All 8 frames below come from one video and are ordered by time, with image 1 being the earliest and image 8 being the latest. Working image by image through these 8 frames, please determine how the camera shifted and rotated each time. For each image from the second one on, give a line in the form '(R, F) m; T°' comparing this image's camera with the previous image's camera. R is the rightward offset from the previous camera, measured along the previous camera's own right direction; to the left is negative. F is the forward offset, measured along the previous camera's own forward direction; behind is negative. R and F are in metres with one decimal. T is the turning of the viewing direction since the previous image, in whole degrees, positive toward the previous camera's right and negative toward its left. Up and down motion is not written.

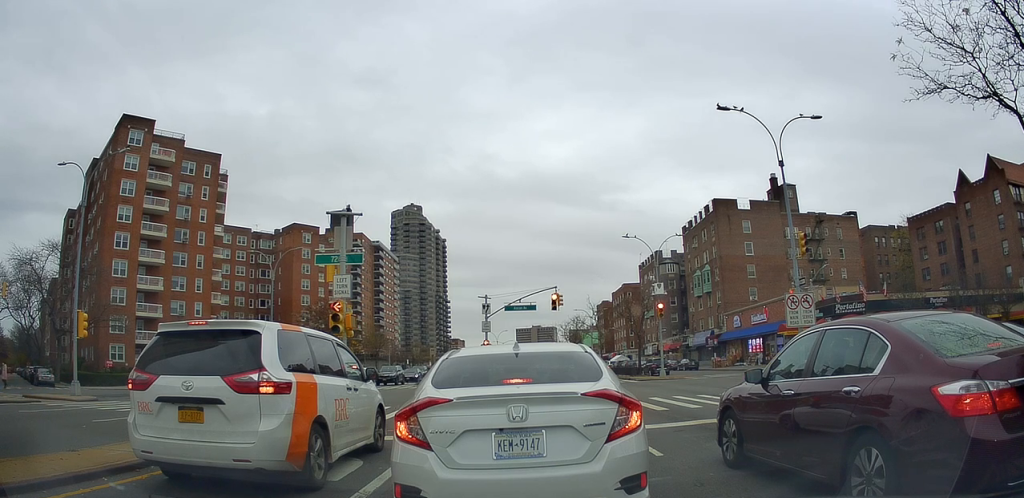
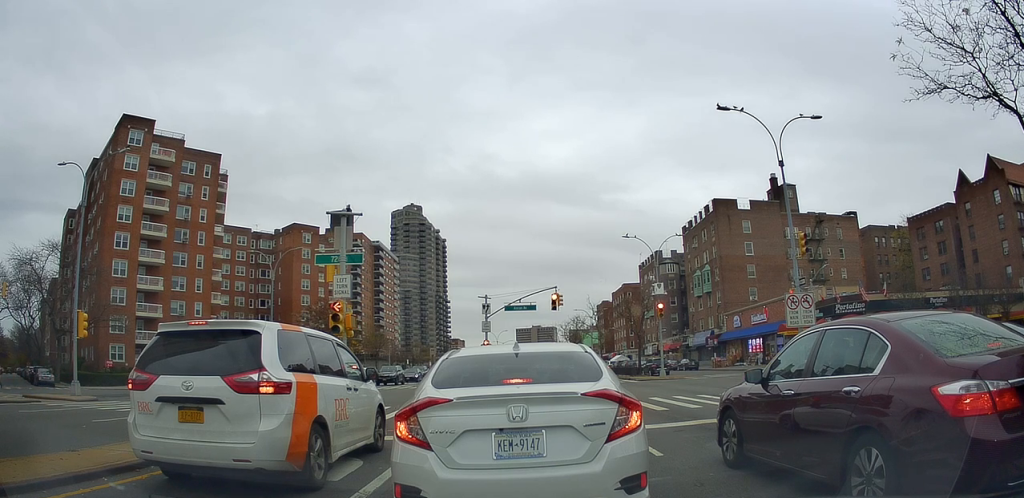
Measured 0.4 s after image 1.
(0.0, 0.0) m; 0°
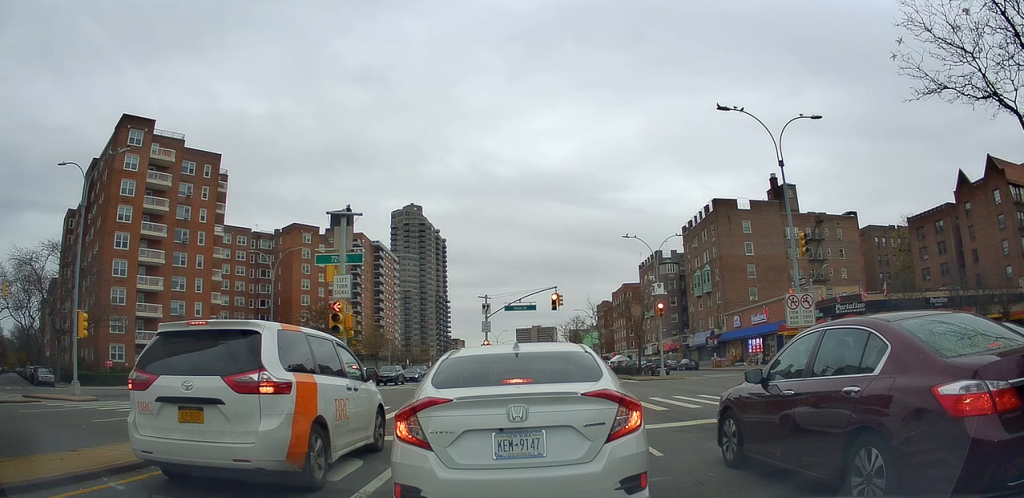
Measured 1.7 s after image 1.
(0.0, 0.0) m; 0°
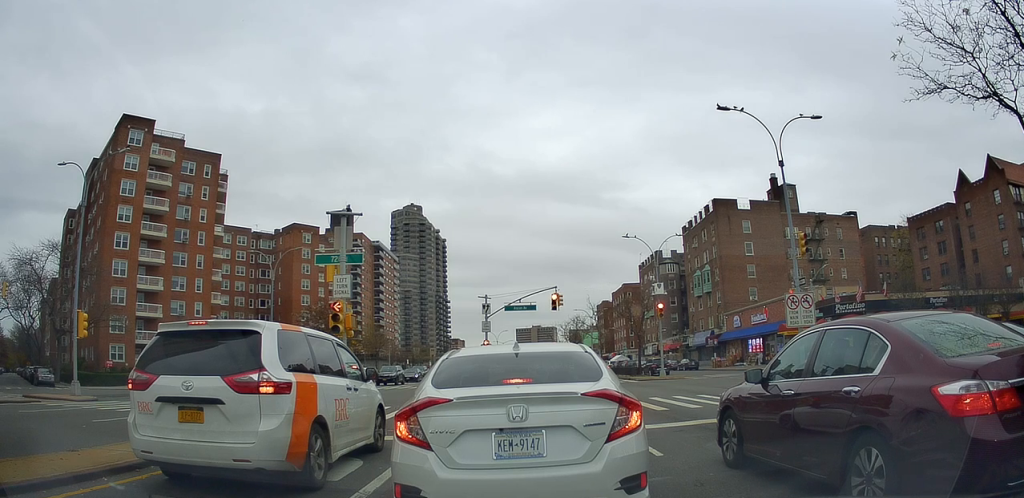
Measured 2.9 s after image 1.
(0.0, 0.0) m; 0°
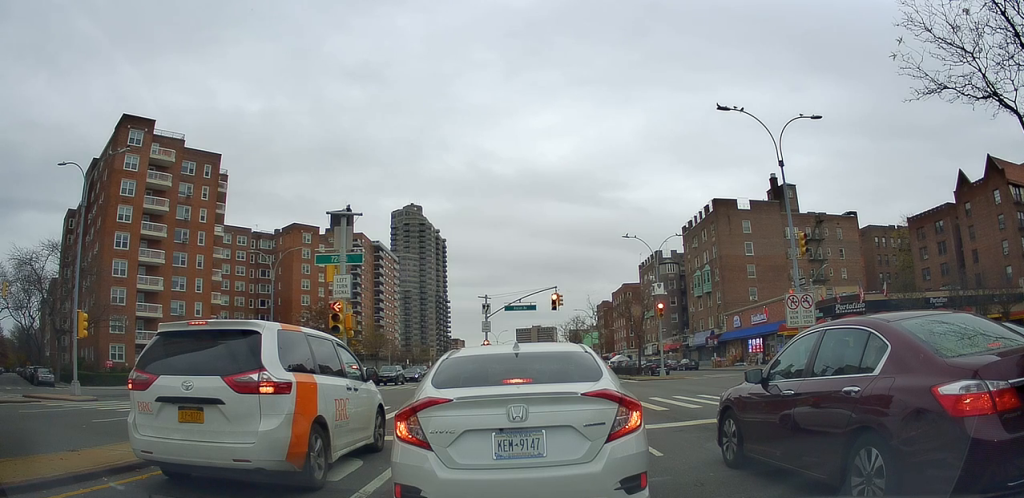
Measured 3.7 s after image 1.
(0.0, 0.0) m; 0°
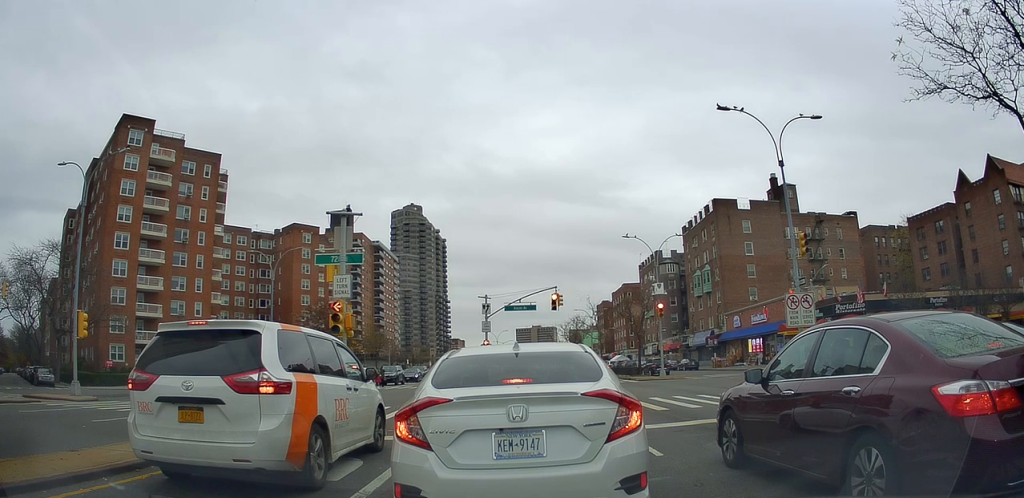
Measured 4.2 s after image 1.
(0.0, 0.0) m; 0°
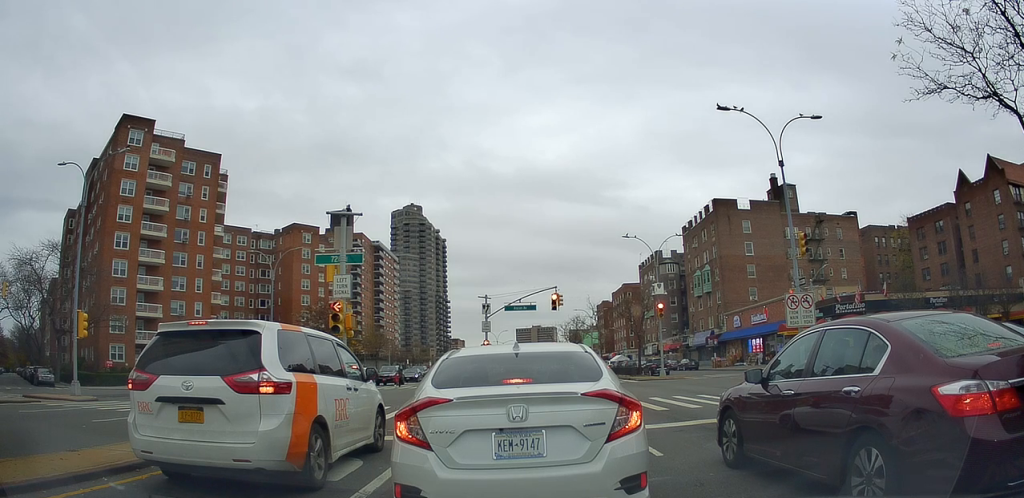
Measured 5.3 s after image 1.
(0.0, 0.0) m; 0°
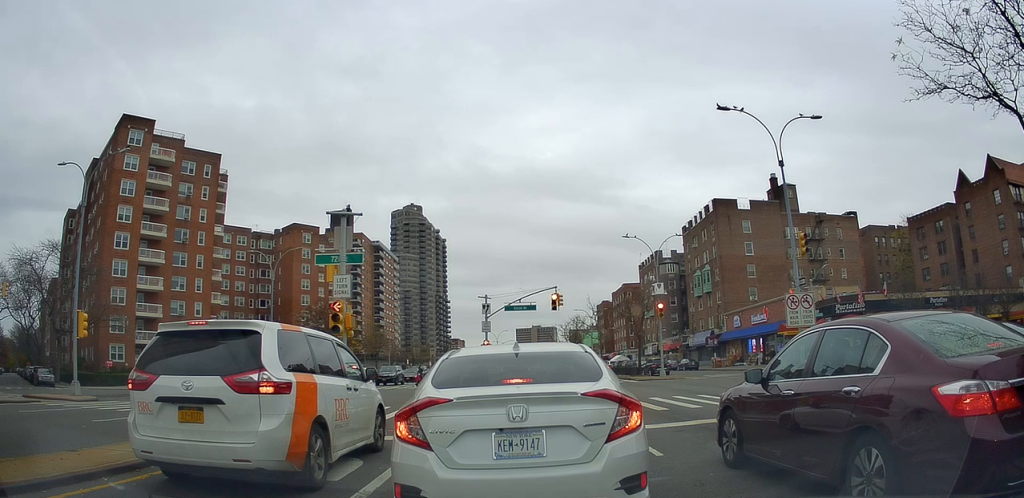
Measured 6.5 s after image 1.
(0.0, 0.0) m; 0°
